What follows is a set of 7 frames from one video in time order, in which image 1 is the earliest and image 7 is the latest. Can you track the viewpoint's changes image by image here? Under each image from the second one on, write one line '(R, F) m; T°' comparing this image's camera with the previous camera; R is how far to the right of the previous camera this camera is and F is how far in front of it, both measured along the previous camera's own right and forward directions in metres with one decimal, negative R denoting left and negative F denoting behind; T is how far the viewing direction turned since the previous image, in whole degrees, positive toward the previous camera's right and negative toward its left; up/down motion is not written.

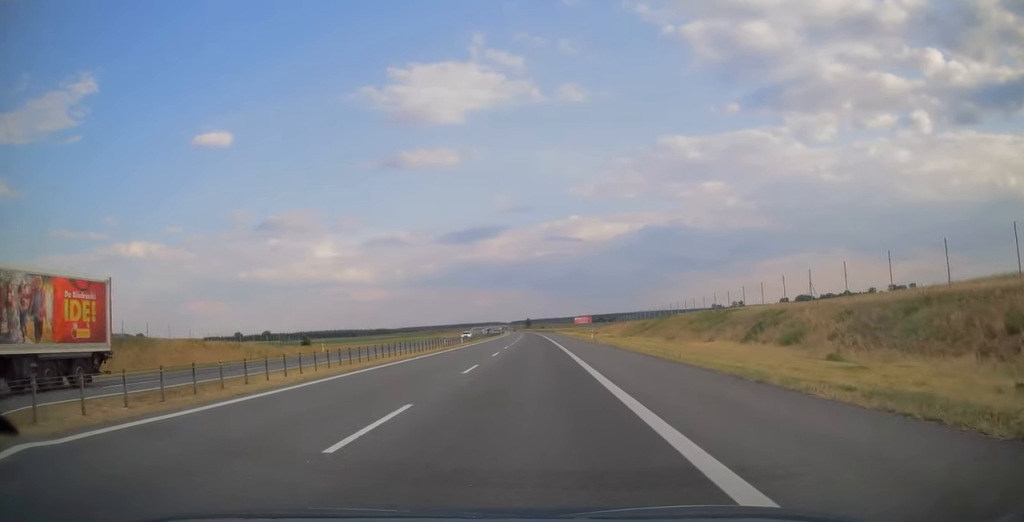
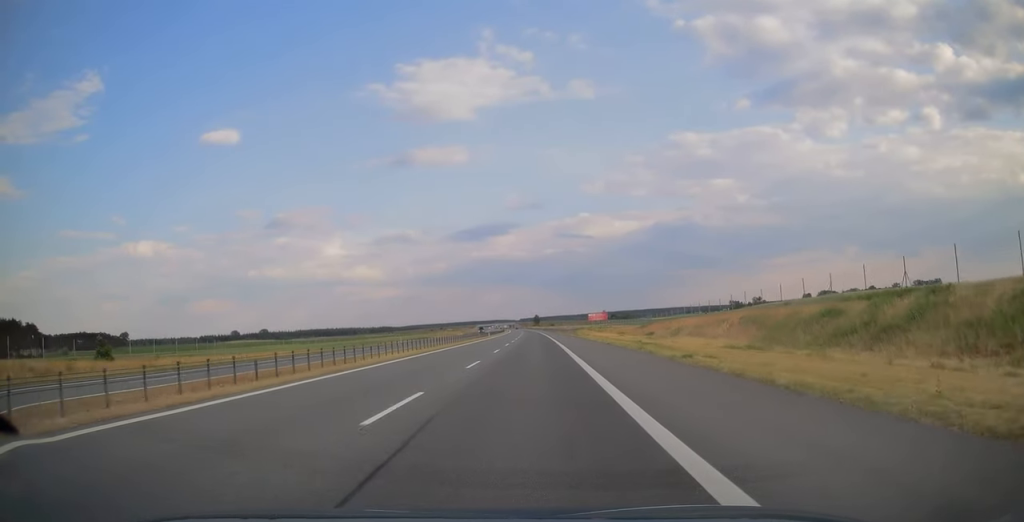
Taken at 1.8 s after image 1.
(-0.2, +58.1) m; -1°
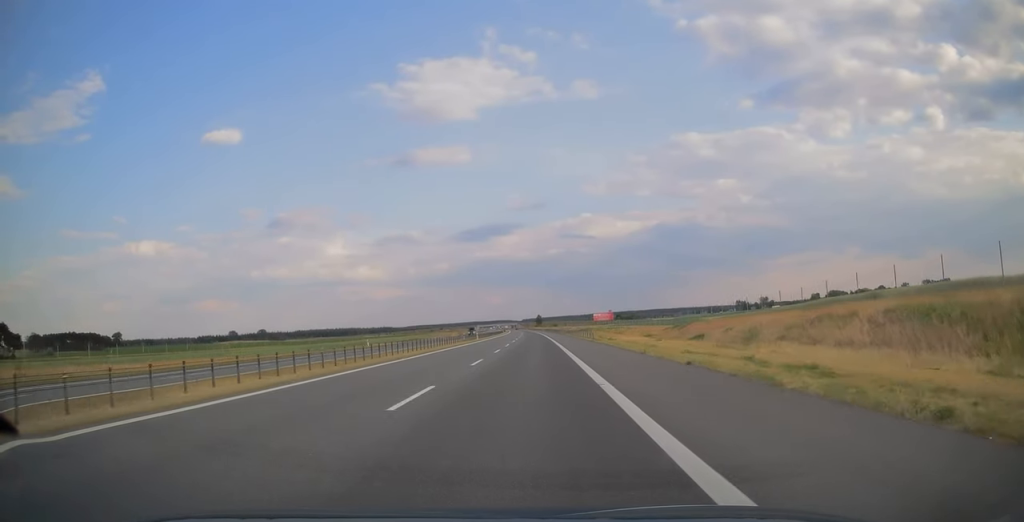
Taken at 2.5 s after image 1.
(-0.1, +22.5) m; 0°
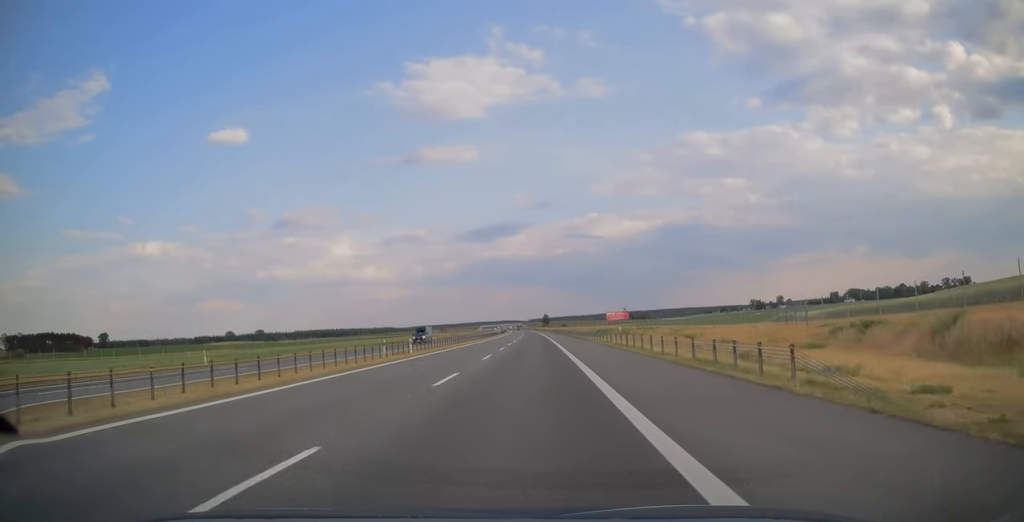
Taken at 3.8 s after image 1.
(-0.2, +43.8) m; -1°
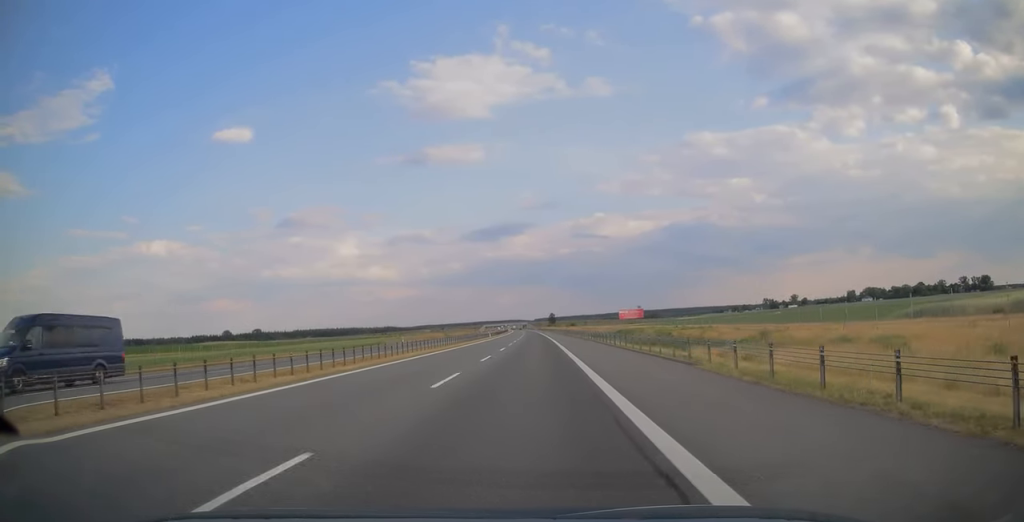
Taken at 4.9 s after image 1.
(-0.2, +36.4) m; -1°
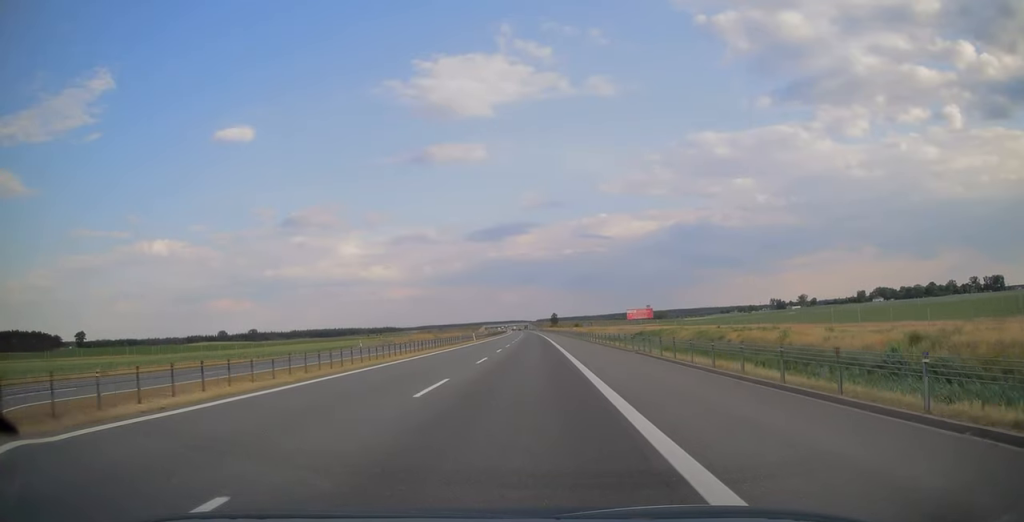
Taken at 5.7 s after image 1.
(0.0, +25.6) m; 0°
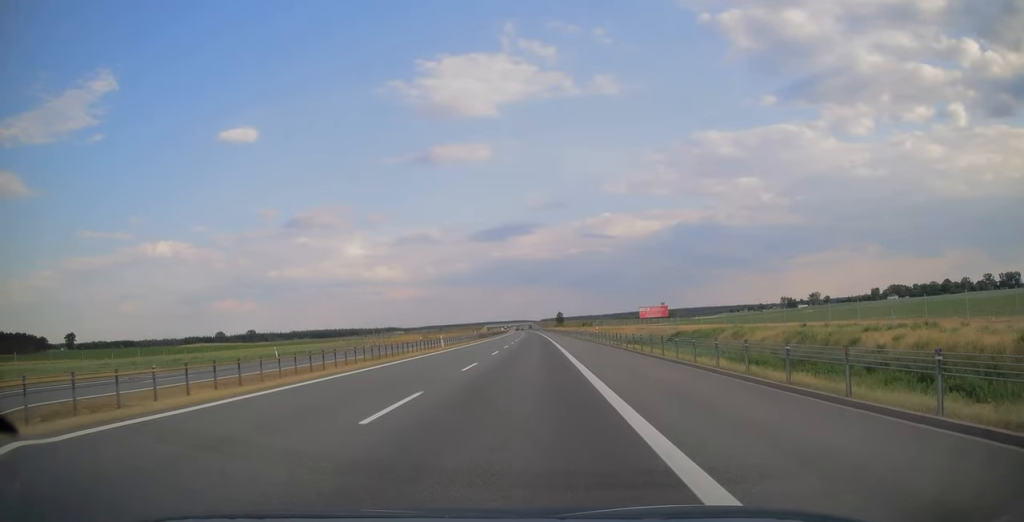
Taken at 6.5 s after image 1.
(-0.1, +27.8) m; 0°
